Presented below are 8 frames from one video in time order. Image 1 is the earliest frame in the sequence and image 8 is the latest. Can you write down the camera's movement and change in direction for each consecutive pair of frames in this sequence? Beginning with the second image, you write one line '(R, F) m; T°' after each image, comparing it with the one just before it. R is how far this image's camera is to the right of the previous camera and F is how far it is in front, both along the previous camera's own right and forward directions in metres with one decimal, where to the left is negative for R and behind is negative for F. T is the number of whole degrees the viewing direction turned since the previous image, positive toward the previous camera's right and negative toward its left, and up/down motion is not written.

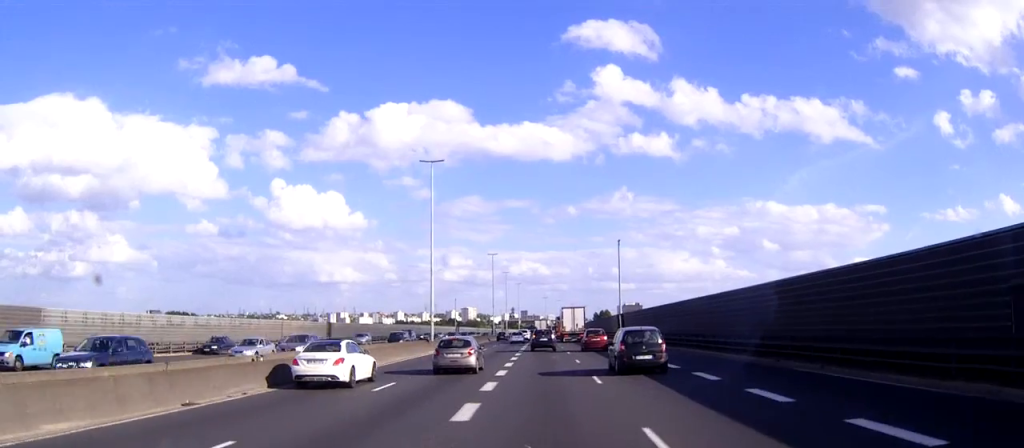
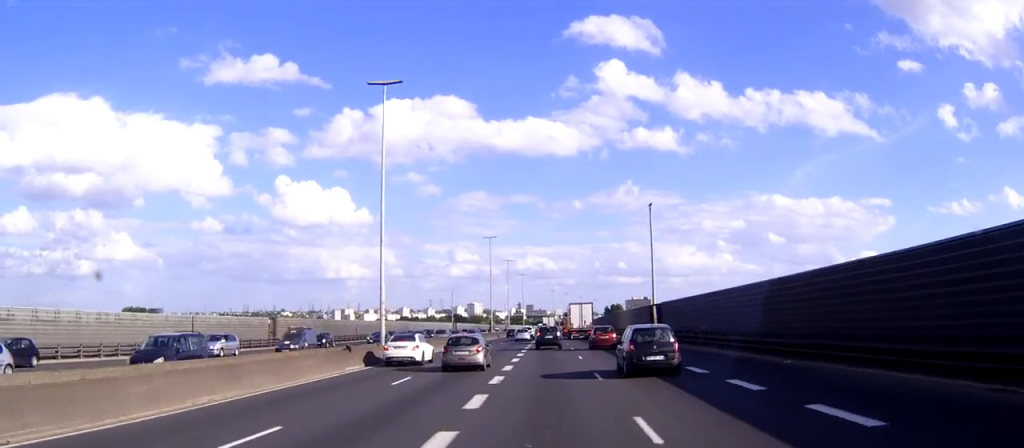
(-0.2, +23.9) m; -1°
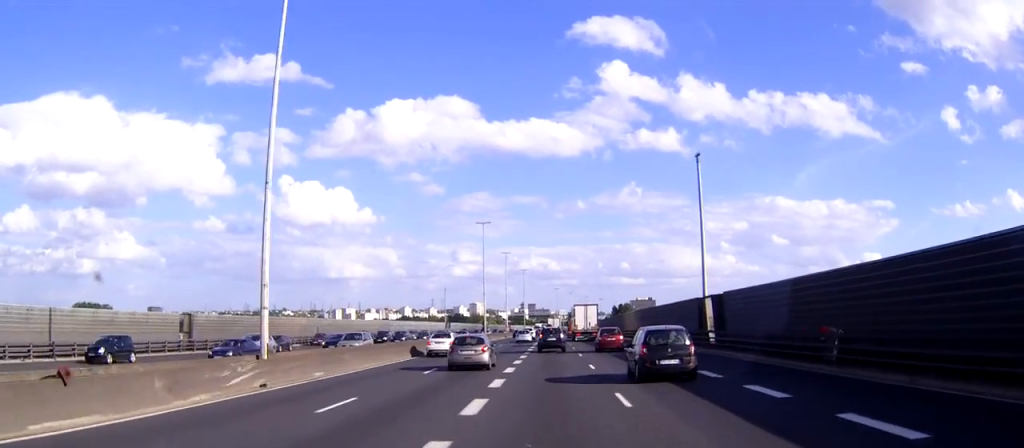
(0.0, +20.9) m; 0°
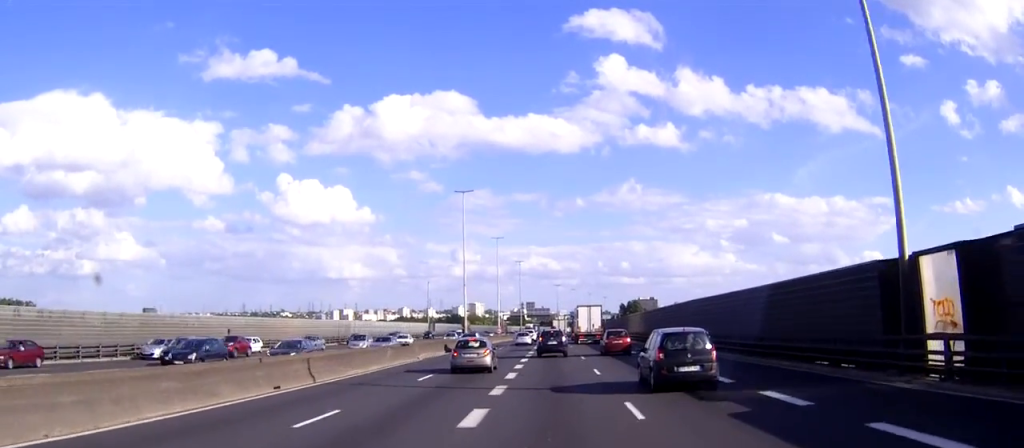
(-0.1, +27.2) m; 0°
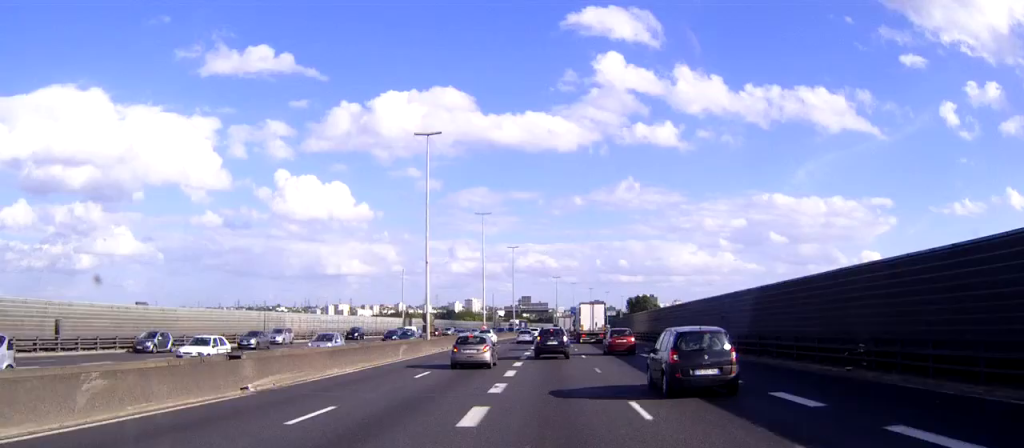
(-0.1, +26.8) m; 0°
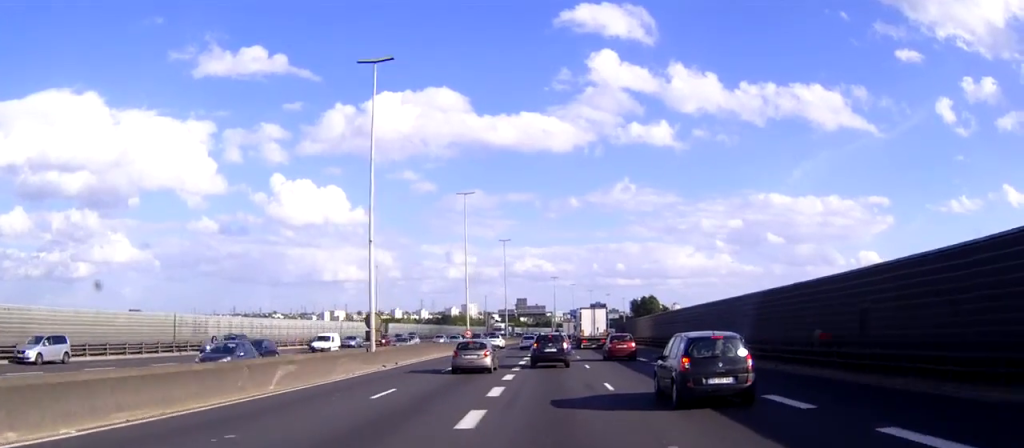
(0.0, +19.3) m; 0°
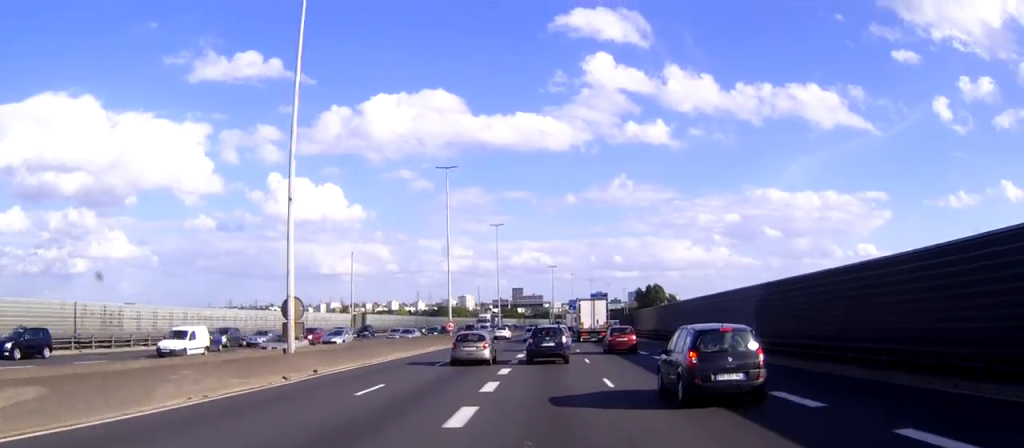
(0.0, +13.9) m; 0°
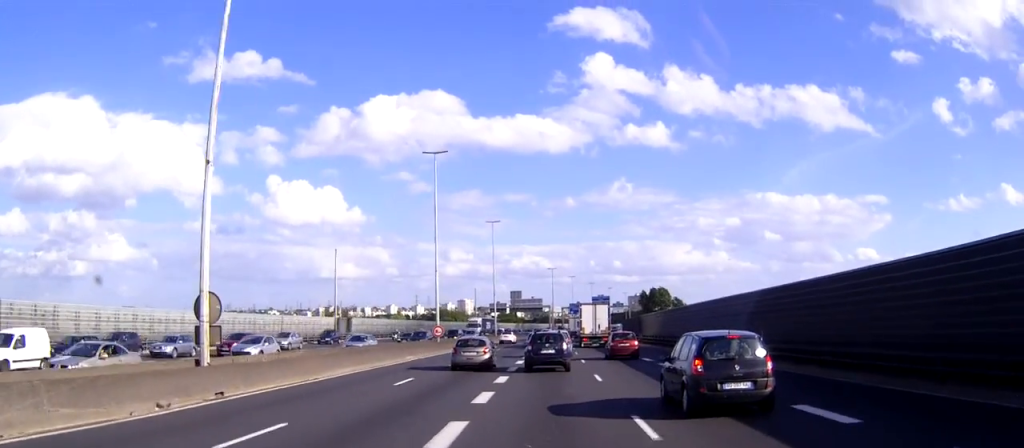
(0.0, +8.1) m; 0°
